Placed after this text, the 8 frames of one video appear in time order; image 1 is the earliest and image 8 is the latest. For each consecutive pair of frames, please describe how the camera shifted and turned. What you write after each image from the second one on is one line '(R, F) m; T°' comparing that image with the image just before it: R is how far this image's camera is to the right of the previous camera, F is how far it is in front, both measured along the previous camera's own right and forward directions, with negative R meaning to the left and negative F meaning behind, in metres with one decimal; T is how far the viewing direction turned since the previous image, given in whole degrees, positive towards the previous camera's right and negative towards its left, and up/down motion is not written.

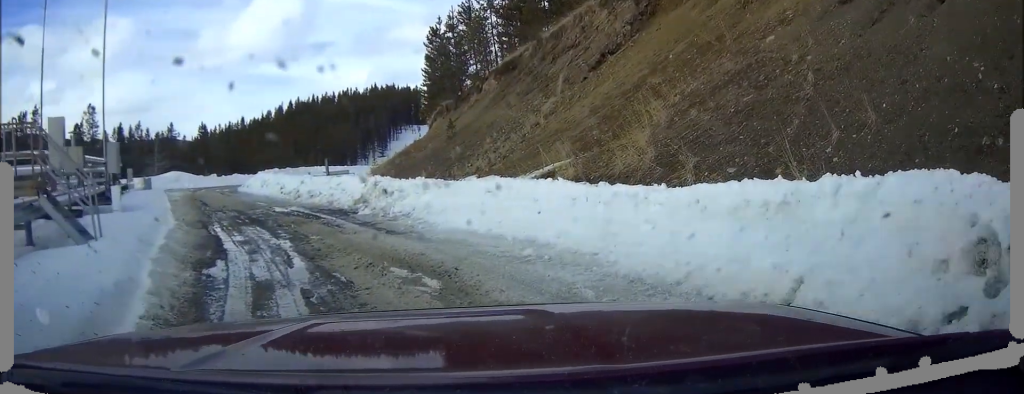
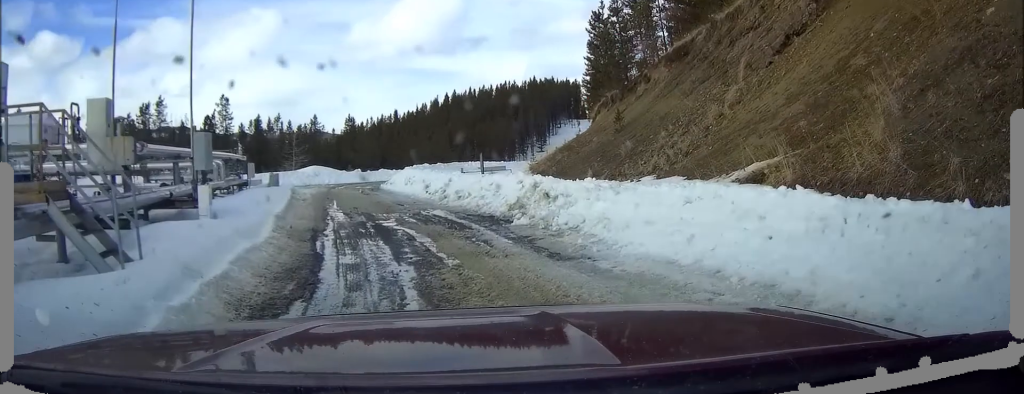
(-0.4, +3.2) m; -9°
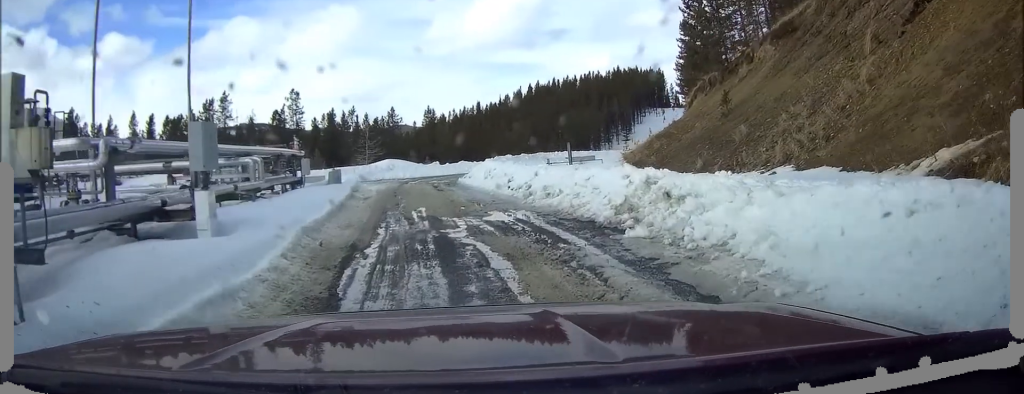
(-0.3, +3.3) m; -7°
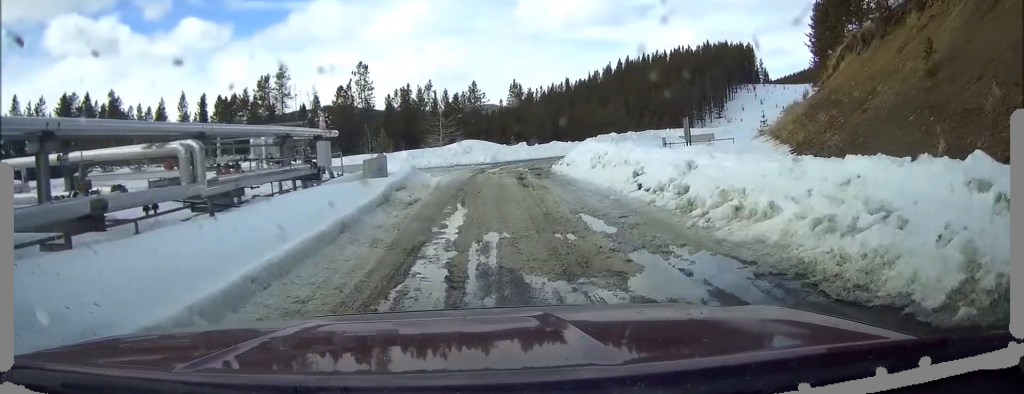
(-1.0, +8.2) m; -10°
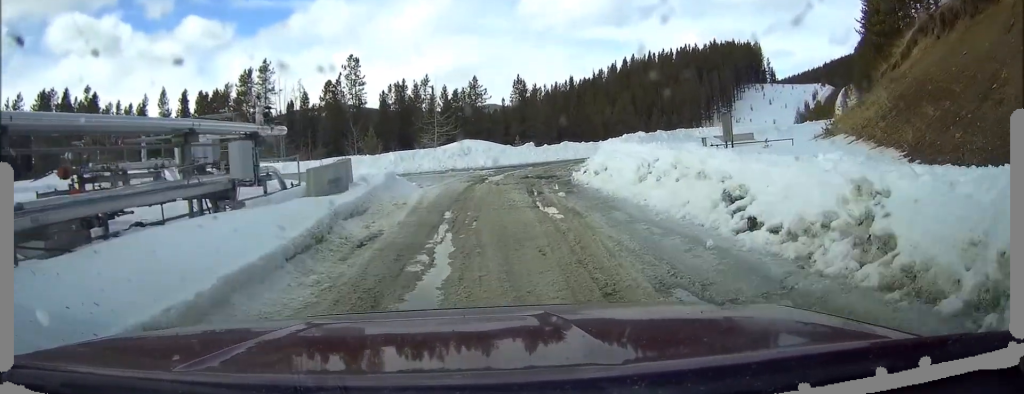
(-0.2, +6.9) m; 0°
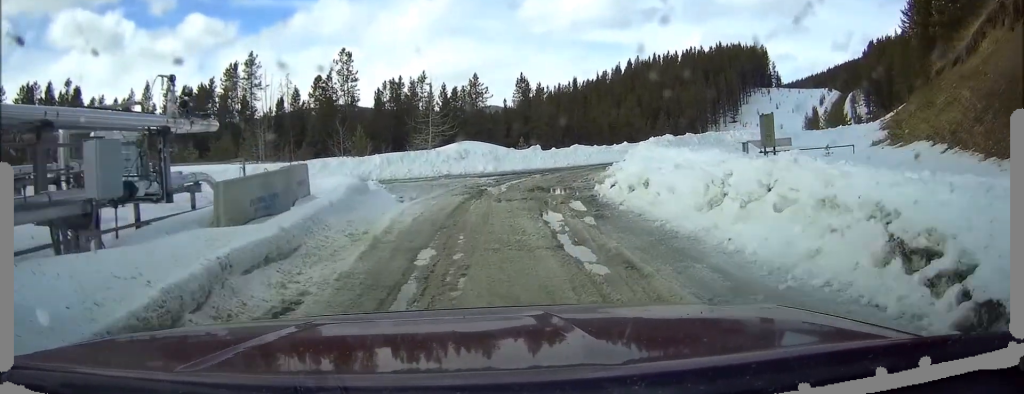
(+0.1, +5.2) m; +3°
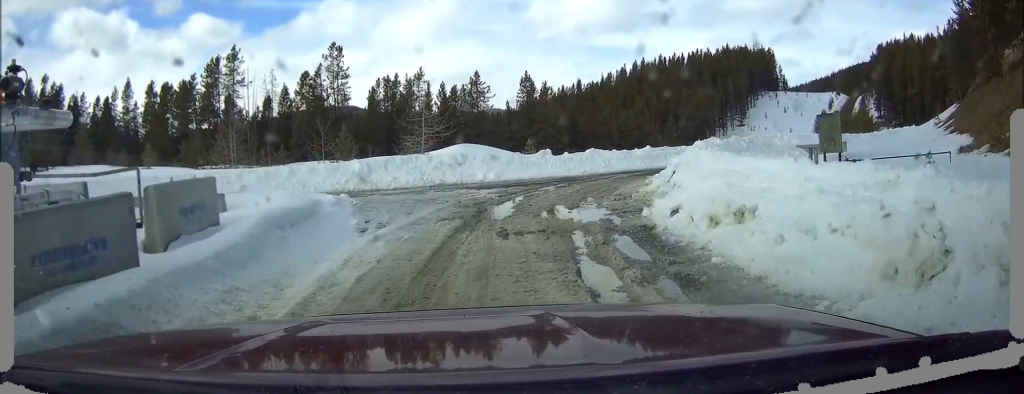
(+0.3, +5.9) m; +2°
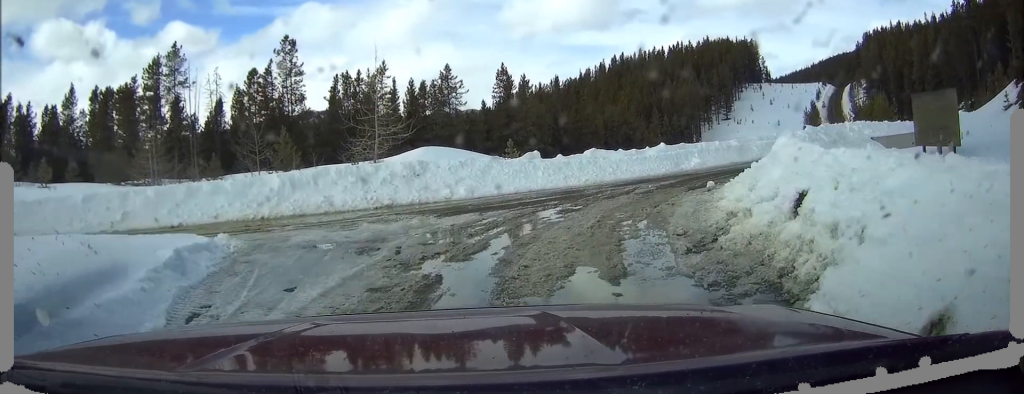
(0.0, +7.4) m; +1°
